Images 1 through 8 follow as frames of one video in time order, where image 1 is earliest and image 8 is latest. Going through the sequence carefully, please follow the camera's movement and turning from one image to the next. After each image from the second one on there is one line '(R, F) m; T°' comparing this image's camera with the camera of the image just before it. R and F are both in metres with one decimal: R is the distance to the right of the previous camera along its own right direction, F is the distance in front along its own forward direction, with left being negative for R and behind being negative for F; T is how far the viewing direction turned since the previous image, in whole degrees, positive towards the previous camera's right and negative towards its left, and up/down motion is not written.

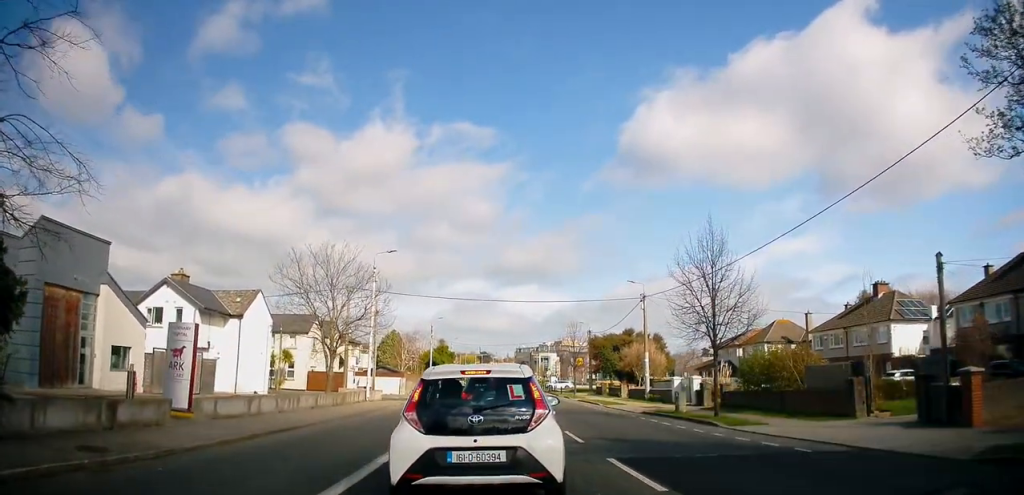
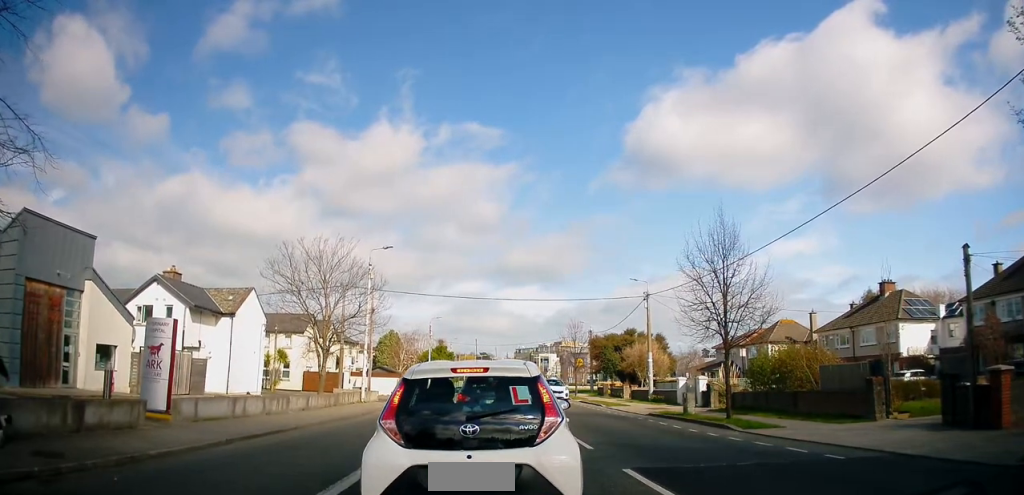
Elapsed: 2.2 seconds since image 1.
(-0.2, +1.1) m; 0°
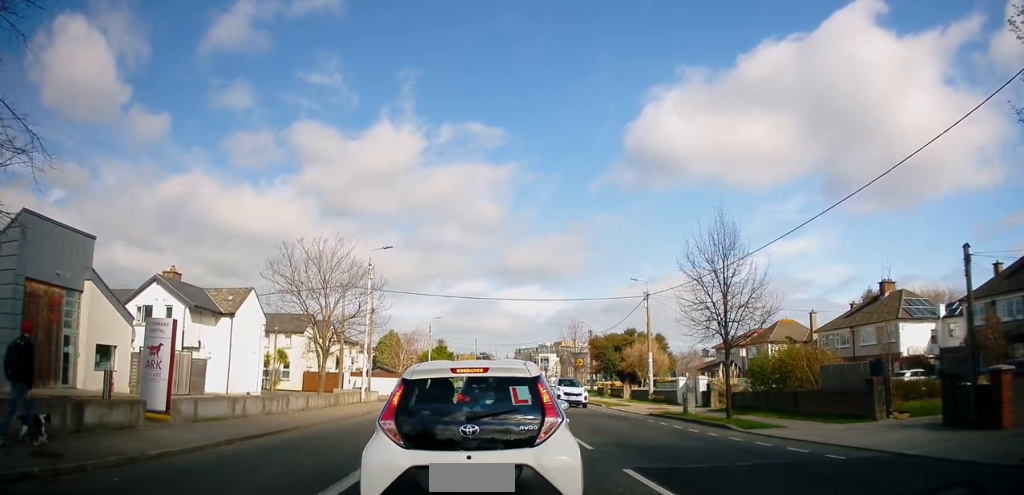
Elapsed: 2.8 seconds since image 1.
(0.0, 0.0) m; 0°
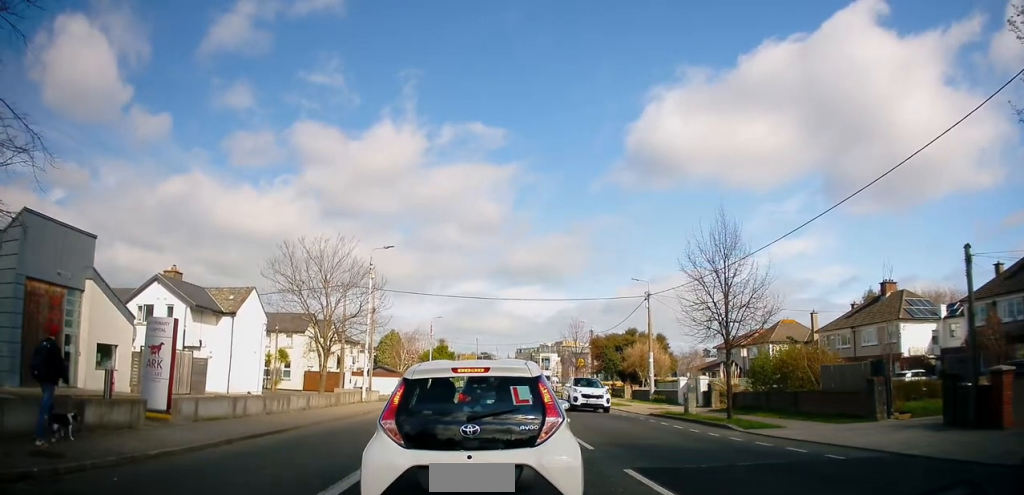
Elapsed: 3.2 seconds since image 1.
(0.0, 0.0) m; 0°
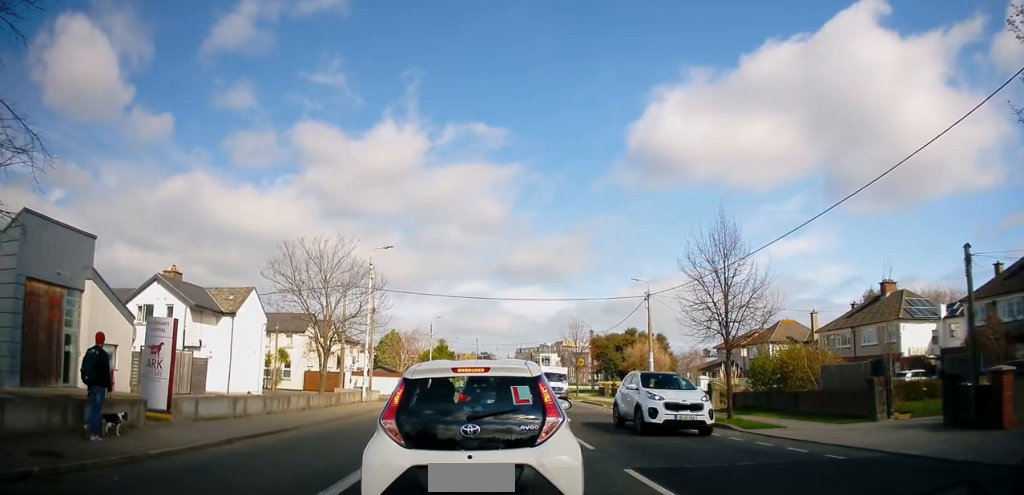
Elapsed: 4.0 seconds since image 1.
(0.0, 0.0) m; 0°
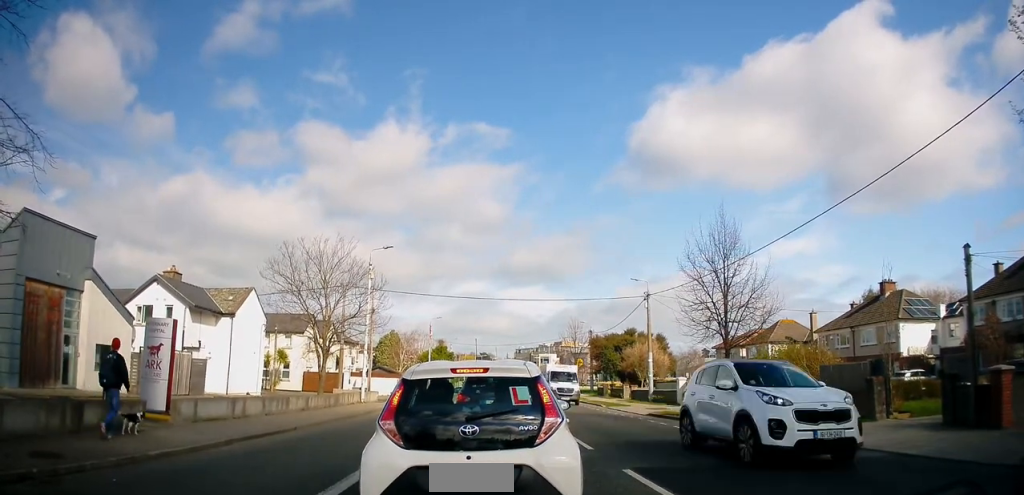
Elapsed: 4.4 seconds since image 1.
(0.0, 0.0) m; 0°
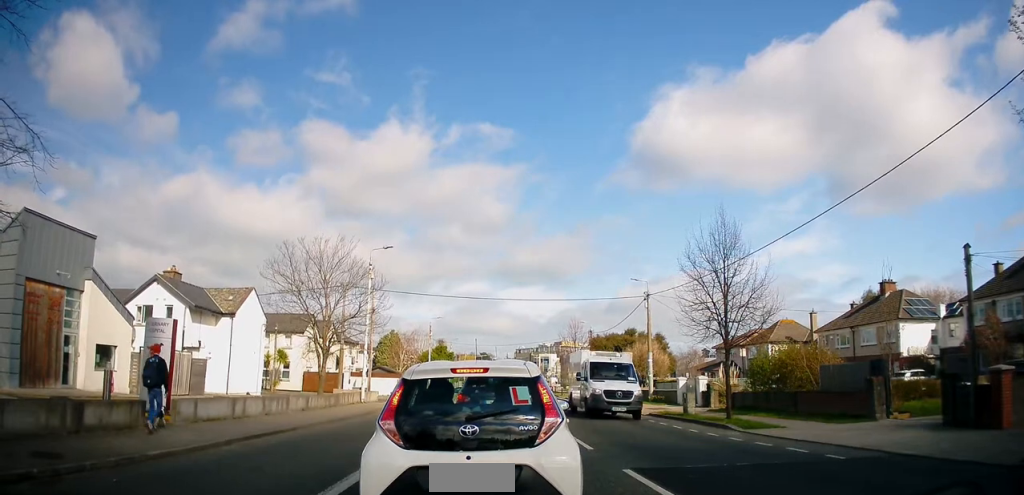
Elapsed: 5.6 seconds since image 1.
(0.0, 0.0) m; 0°
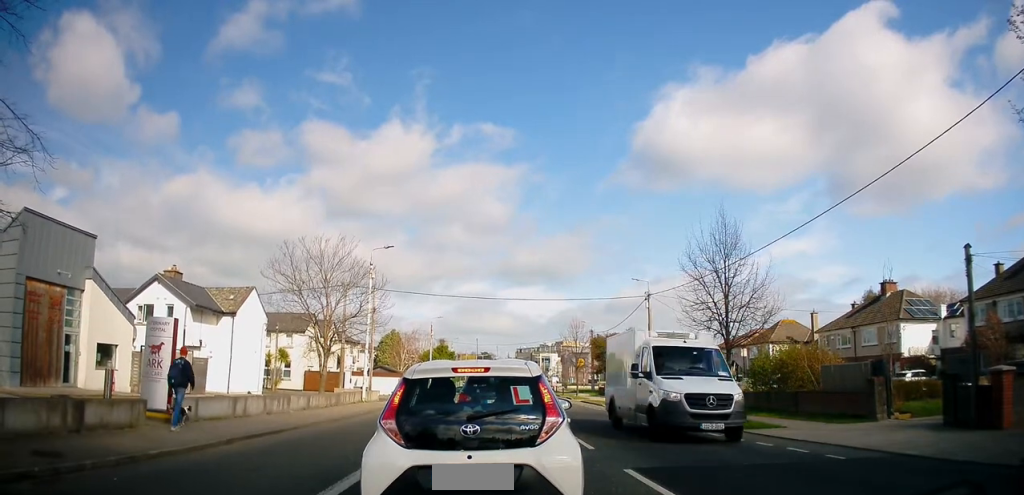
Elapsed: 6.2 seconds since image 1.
(0.0, 0.0) m; 0°
